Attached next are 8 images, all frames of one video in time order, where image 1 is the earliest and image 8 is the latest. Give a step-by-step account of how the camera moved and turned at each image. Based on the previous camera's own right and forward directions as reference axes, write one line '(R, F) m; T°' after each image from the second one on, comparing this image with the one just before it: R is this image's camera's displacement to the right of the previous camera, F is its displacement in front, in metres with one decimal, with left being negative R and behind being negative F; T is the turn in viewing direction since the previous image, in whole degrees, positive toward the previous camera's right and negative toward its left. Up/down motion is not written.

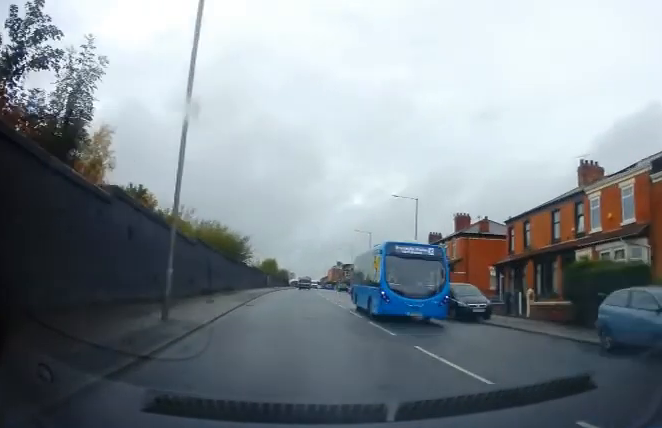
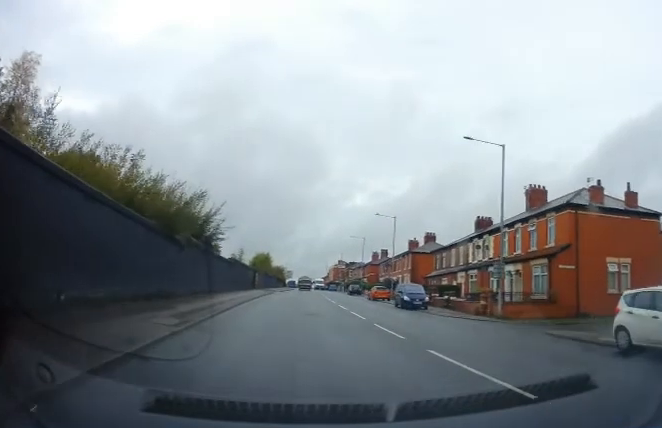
(-0.1, +19.9) m; -2°
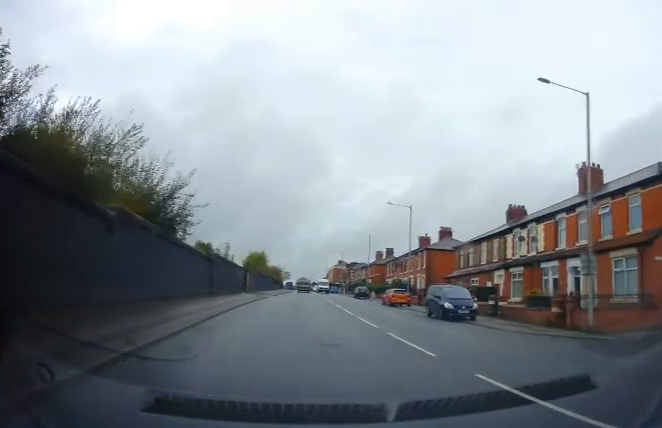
(-0.1, +8.8) m; 0°
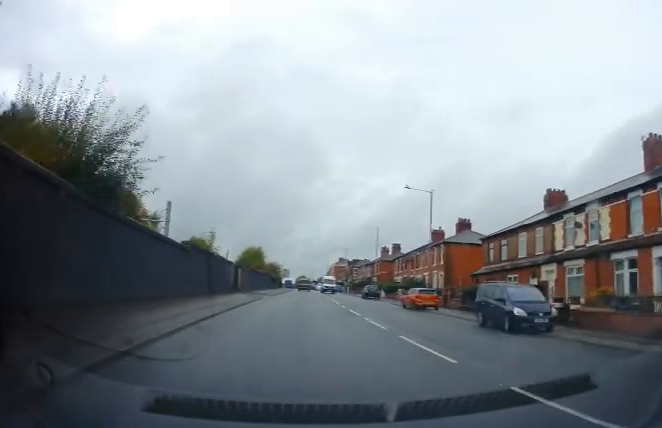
(-0.1, +7.5) m; +1°
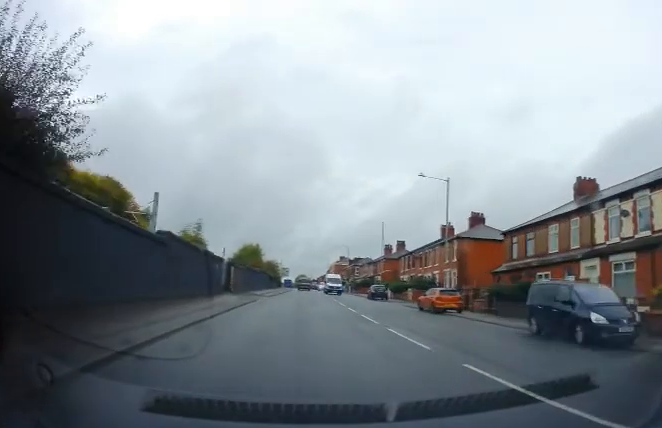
(+0.2, +4.9) m; 0°
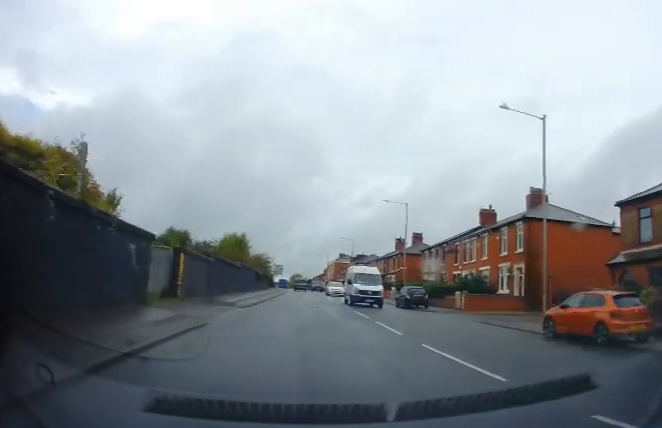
(-0.1, +15.7) m; -1°
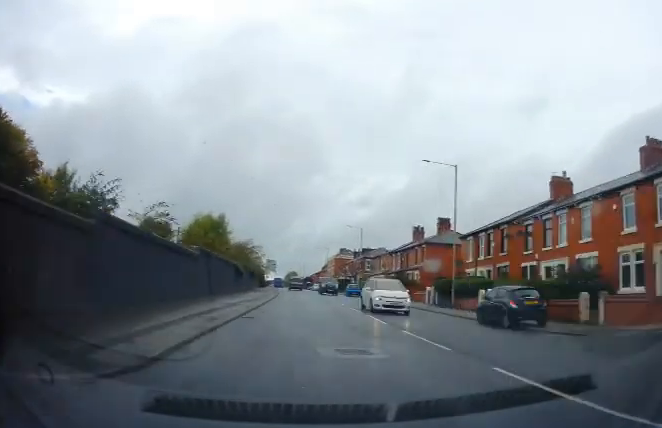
(+0.2, +15.7) m; +3°
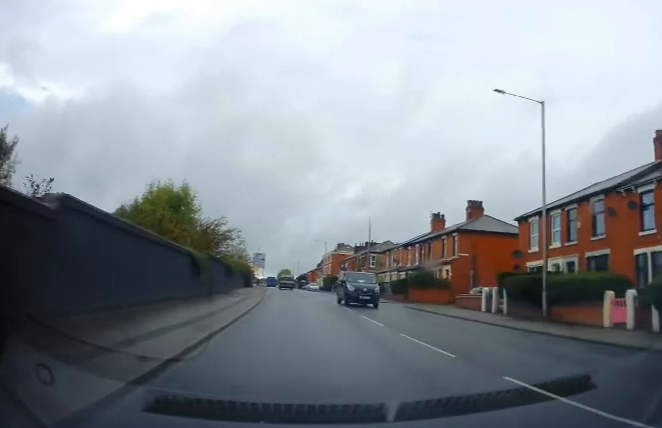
(+0.4, +13.0) m; +1°
